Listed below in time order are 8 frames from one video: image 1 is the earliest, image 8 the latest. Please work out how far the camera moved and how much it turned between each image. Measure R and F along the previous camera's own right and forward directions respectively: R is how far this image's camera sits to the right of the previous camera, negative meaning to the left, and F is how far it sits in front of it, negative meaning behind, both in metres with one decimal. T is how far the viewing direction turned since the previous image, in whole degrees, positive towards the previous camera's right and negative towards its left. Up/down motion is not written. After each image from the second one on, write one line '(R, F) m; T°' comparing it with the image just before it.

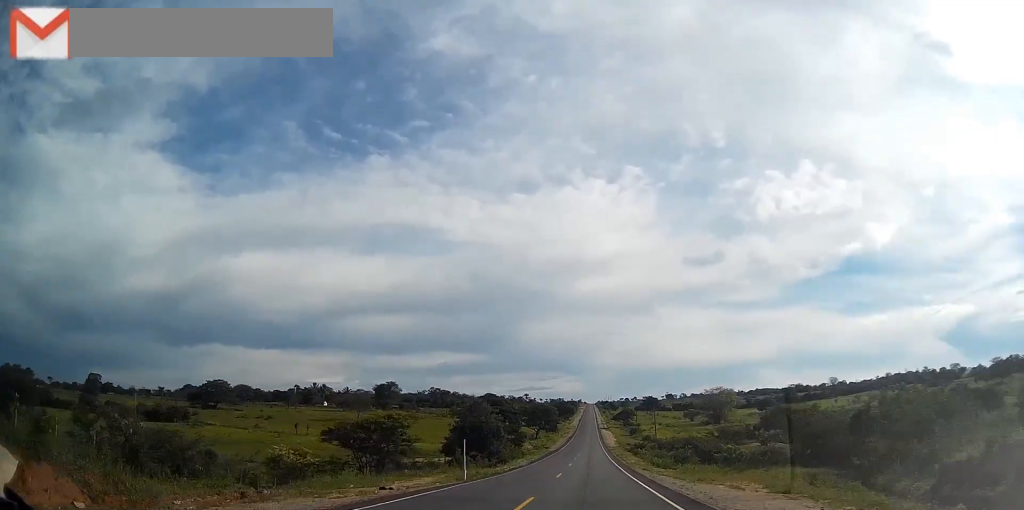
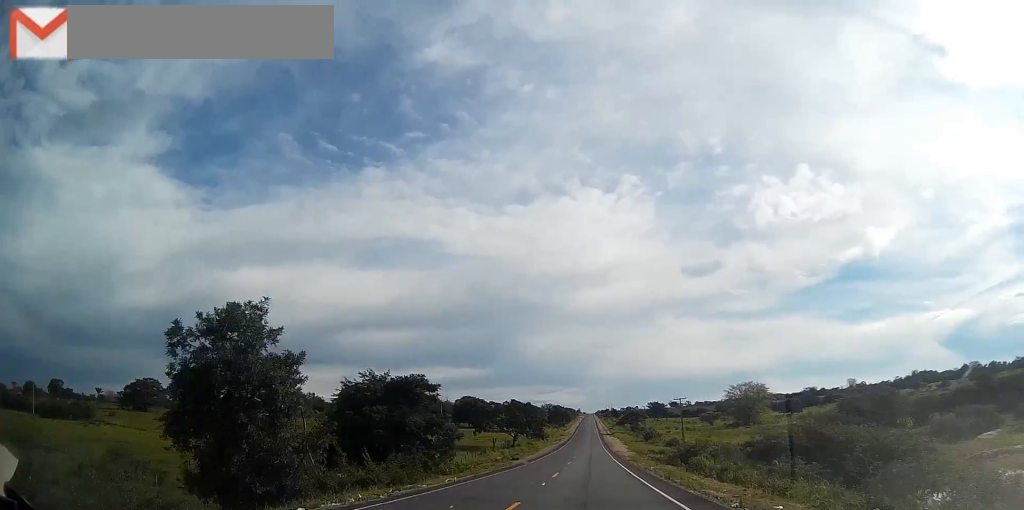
(0.0, +47.5) m; 0°
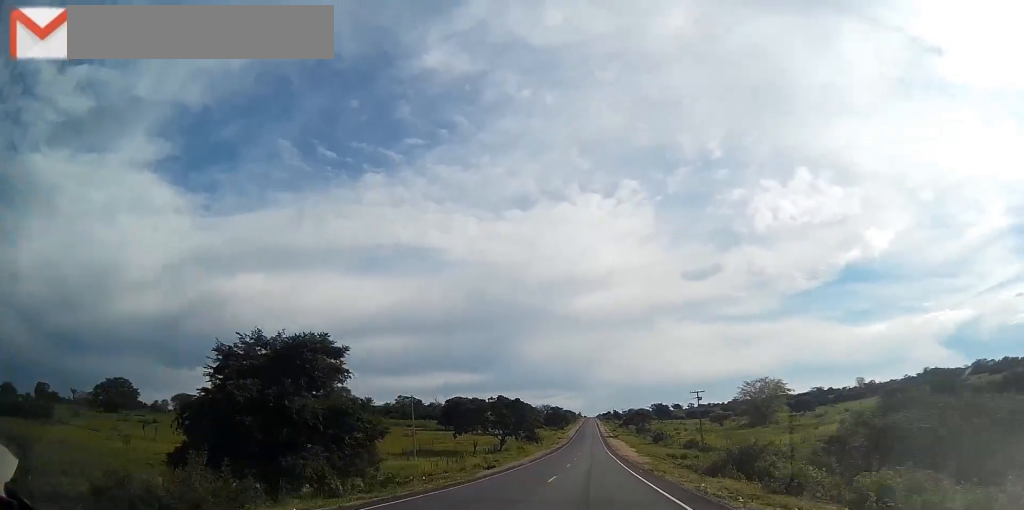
(0.0, +20.4) m; 0°
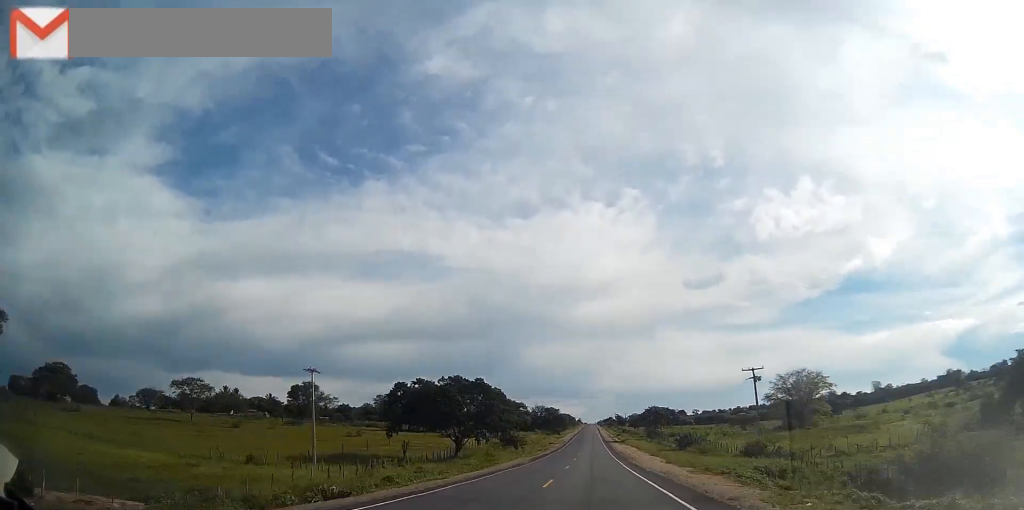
(0.0, +34.1) m; 0°
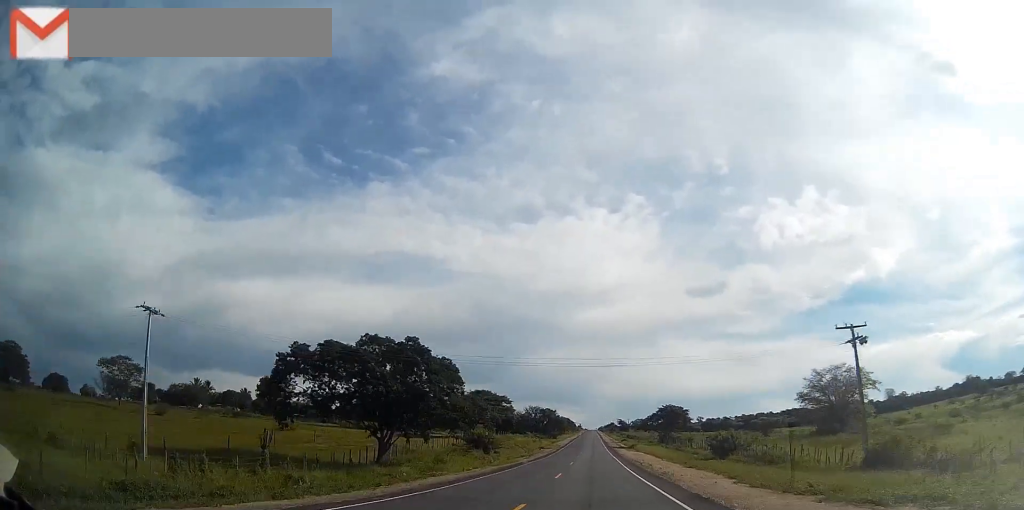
(+0.1, +23.9) m; 0°
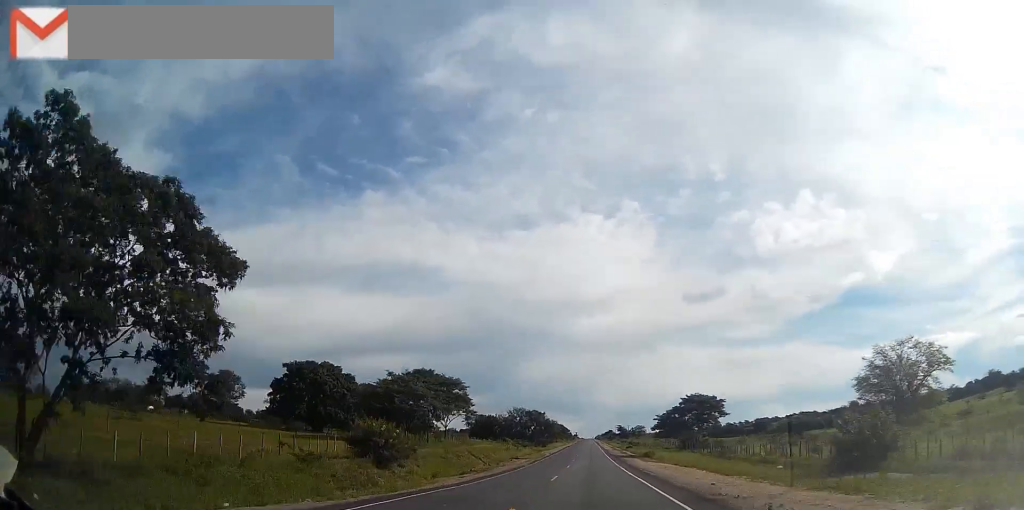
(+0.1, +32.3) m; 0°
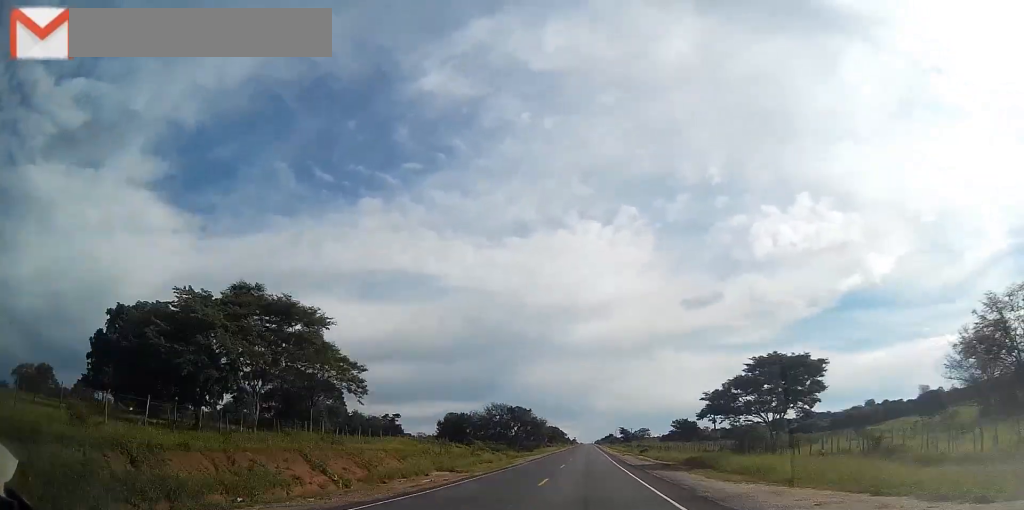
(0.0, +35.5) m; 0°
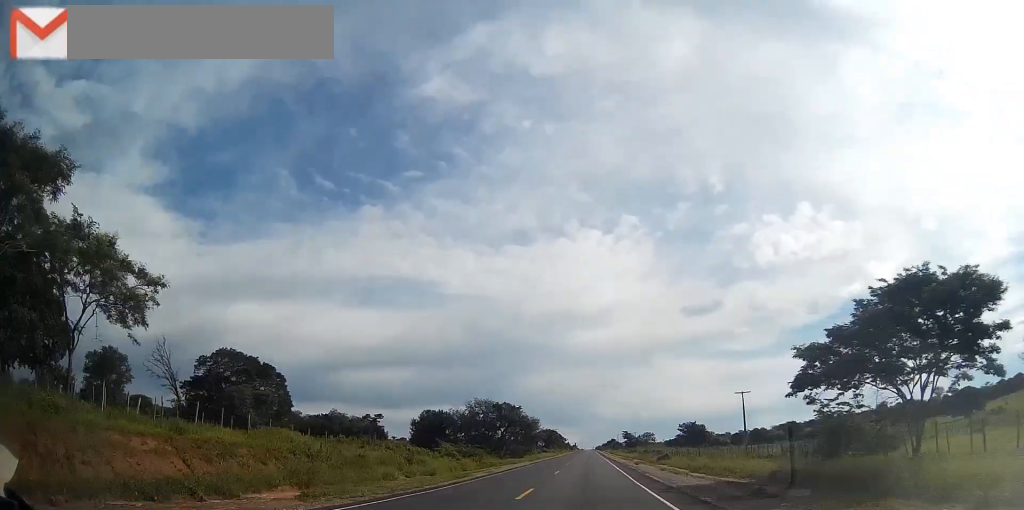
(-0.1, +21.9) m; 0°
